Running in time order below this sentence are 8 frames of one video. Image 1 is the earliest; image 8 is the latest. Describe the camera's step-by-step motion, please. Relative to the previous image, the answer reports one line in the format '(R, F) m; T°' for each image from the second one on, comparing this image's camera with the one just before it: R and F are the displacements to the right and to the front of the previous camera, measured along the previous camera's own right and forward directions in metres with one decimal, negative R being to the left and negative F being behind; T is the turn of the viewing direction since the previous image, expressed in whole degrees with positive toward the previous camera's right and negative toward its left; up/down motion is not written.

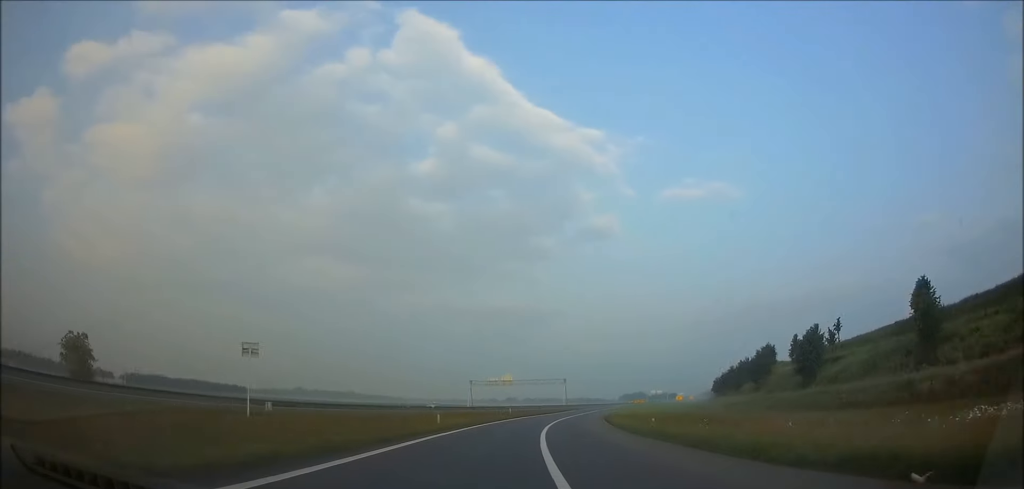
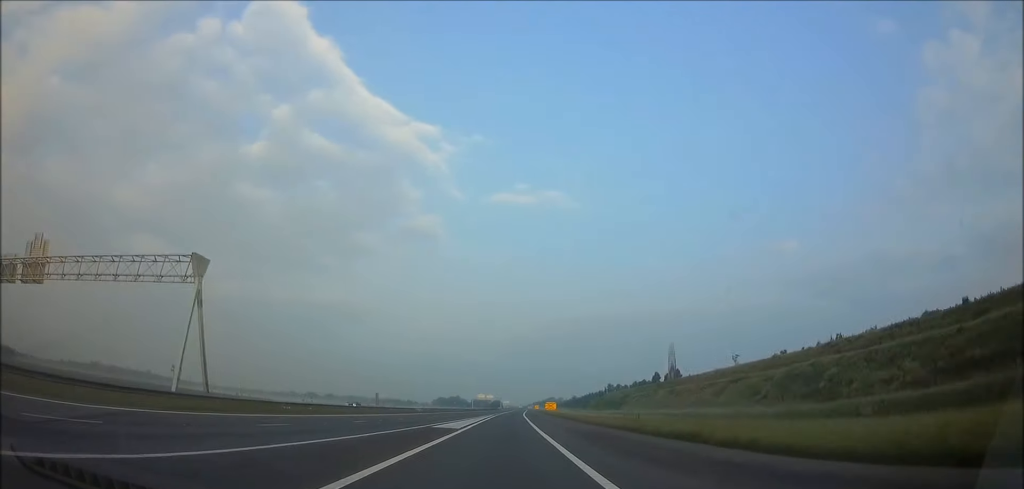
(+9.5, +116.0) m; +5°
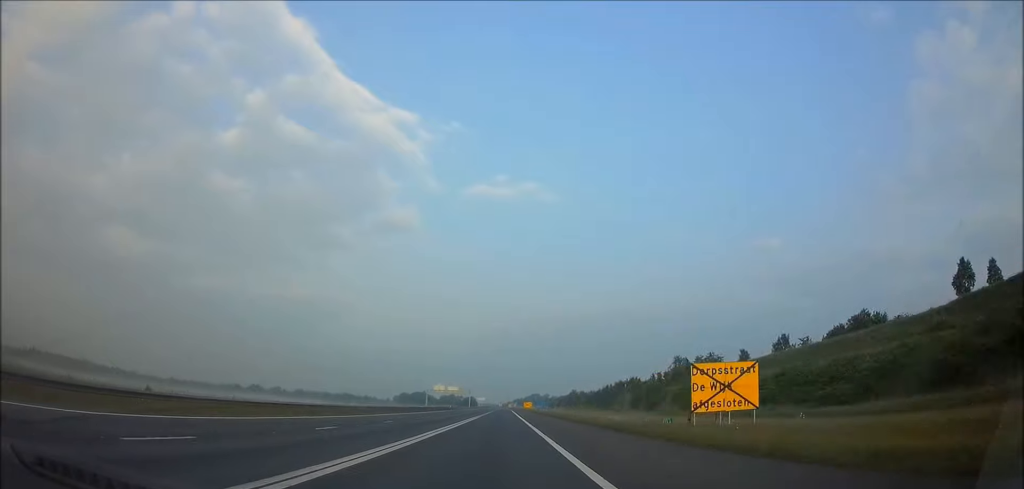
(+1.4, +135.6) m; +1°
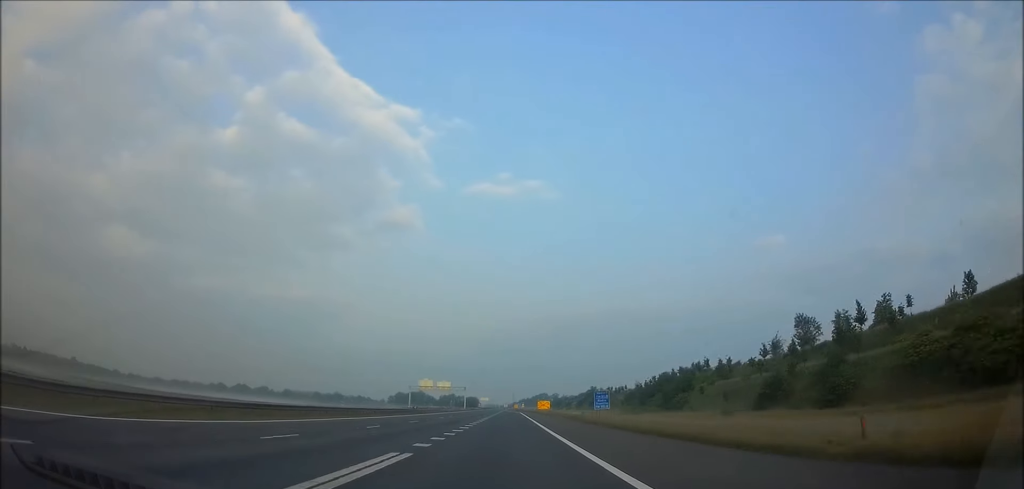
(+0.1, +59.9) m; 0°
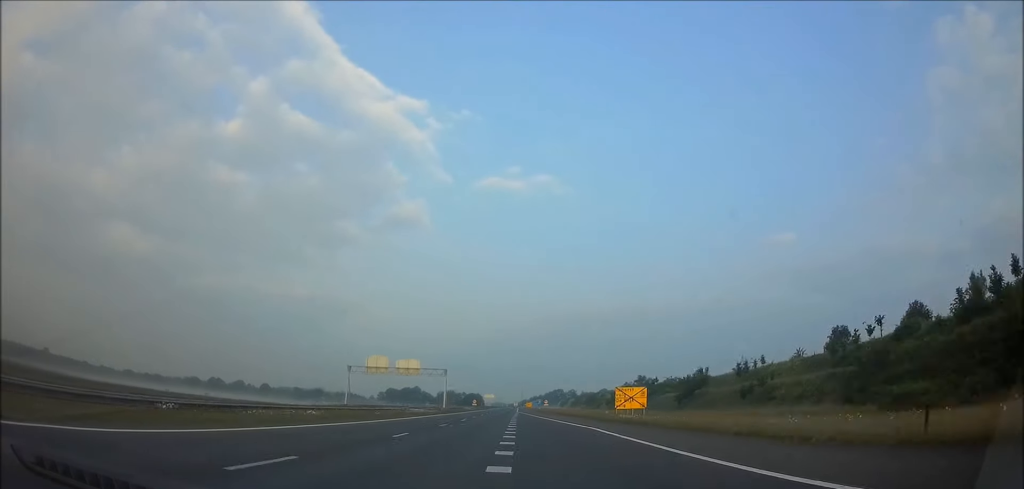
(-0.5, +94.5) m; 0°
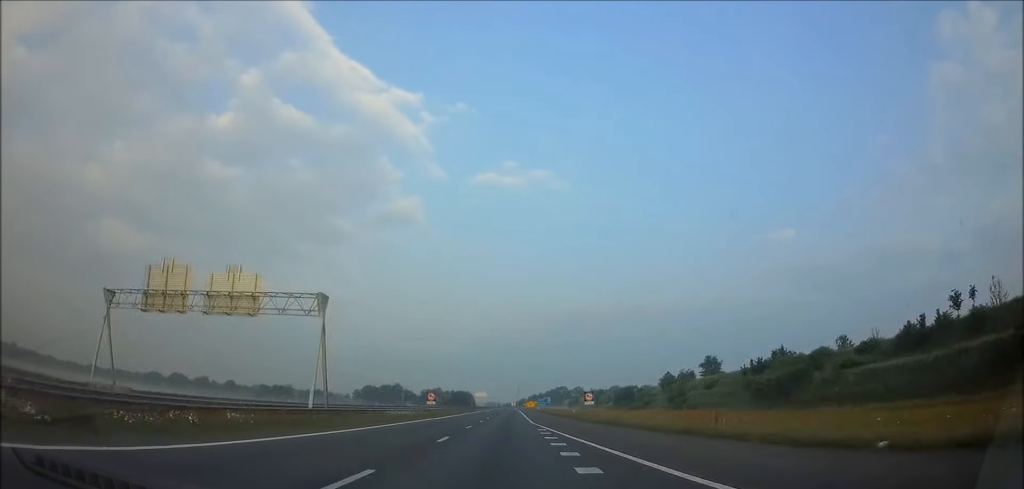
(+0.2, +78.9) m; 0°
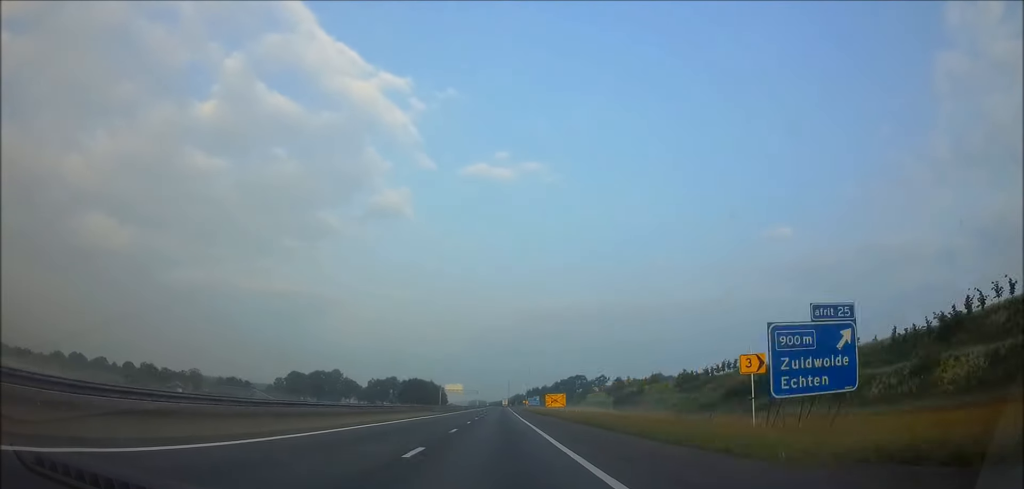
(+0.7, +165.7) m; 0°
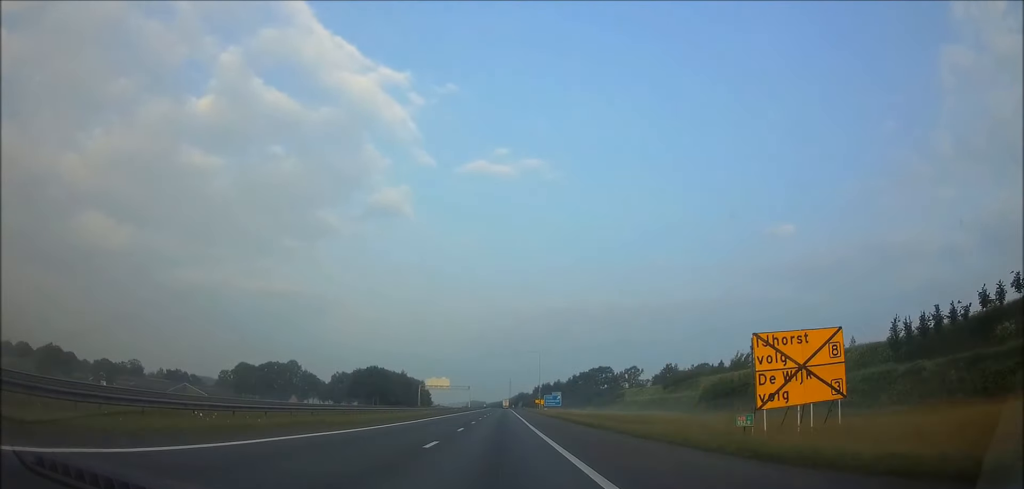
(0.0, +76.8) m; 0°
